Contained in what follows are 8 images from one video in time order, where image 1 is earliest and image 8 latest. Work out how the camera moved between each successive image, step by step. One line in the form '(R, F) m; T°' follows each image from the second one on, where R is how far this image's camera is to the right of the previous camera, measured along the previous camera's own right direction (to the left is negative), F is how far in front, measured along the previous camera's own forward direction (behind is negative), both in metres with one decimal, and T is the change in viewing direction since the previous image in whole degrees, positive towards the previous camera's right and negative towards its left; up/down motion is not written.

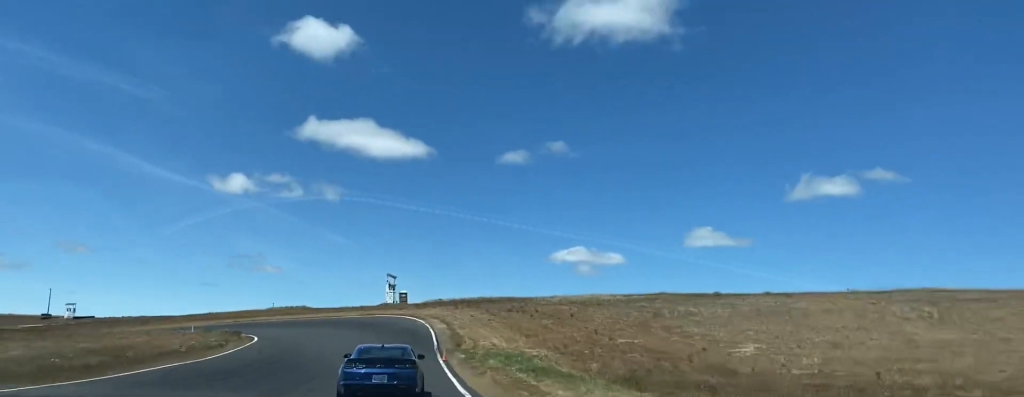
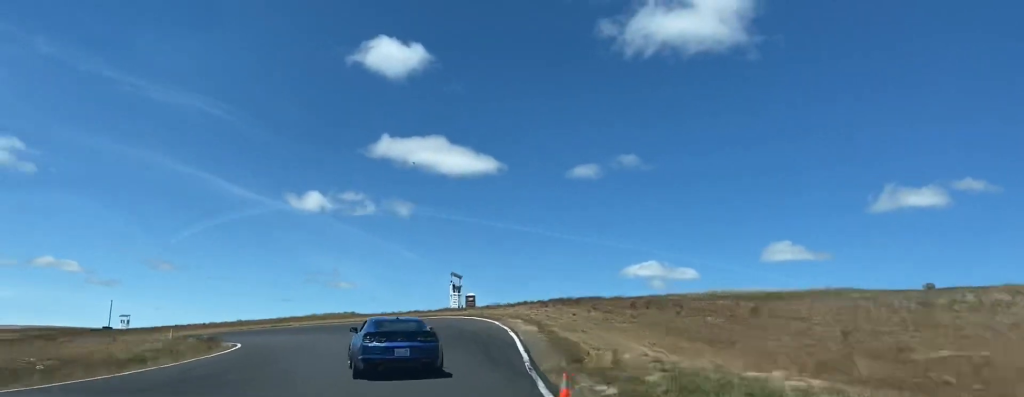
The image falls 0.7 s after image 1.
(+0.8, +18.9) m; -5°
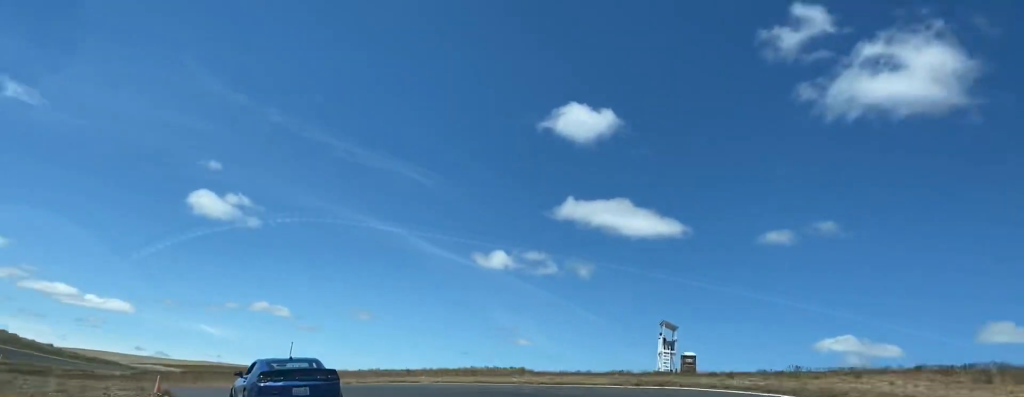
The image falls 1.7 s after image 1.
(-3.5, +26.1) m; -17°
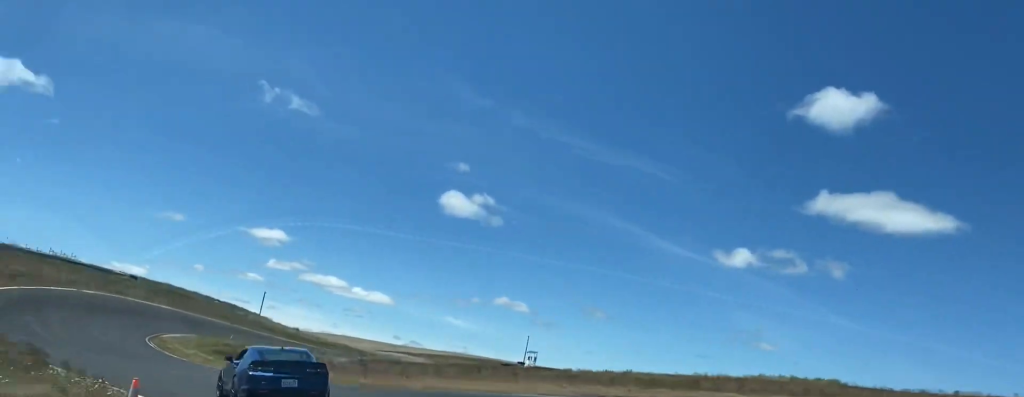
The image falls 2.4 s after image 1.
(-2.3, +17.4) m; -15°
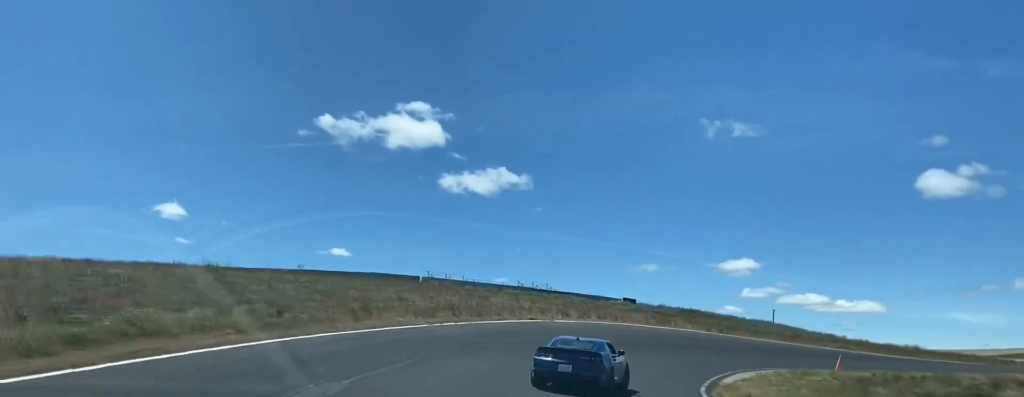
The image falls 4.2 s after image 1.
(-13.8, +42.7) m; -22°
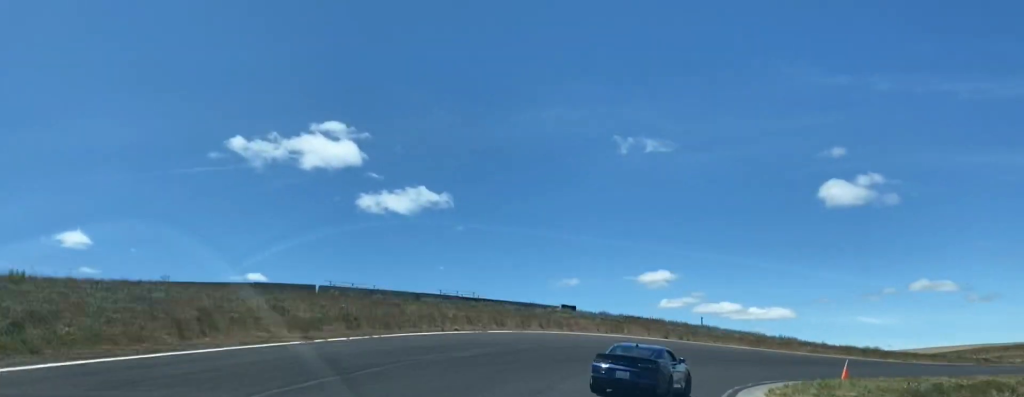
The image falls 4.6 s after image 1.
(-1.1, +10.1) m; +2°
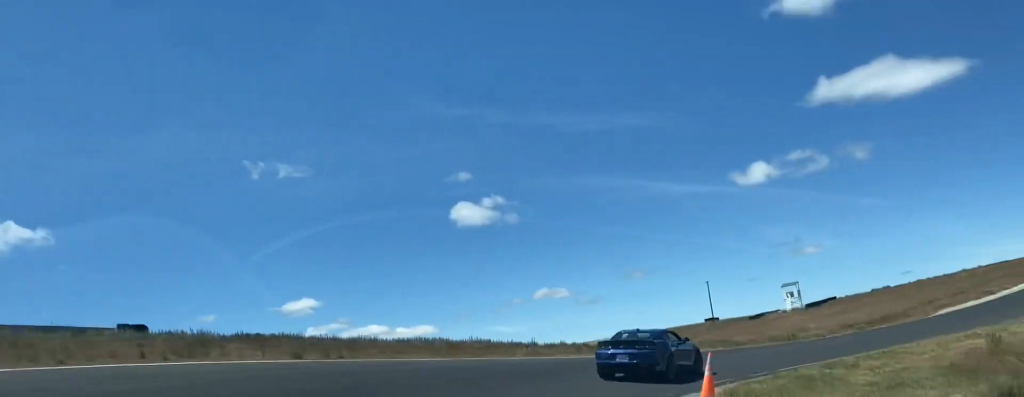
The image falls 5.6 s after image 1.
(+3.1, +24.6) m; +20°
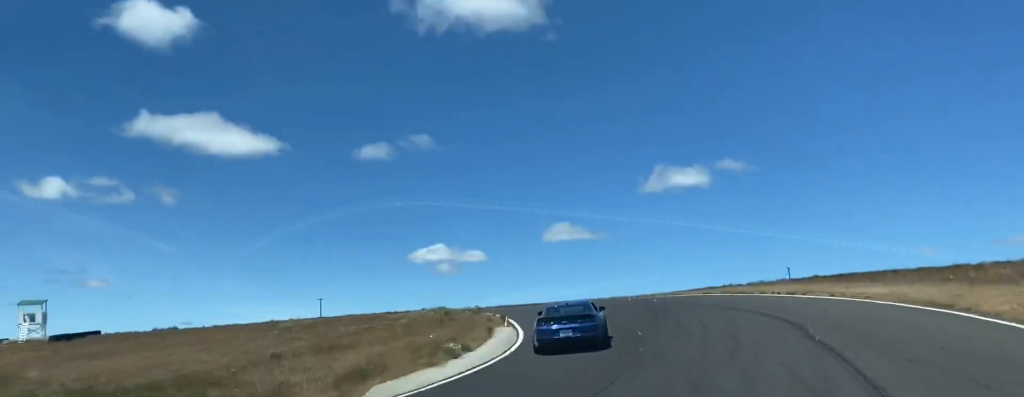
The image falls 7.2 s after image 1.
(+16.0, +36.0) m; +40°
